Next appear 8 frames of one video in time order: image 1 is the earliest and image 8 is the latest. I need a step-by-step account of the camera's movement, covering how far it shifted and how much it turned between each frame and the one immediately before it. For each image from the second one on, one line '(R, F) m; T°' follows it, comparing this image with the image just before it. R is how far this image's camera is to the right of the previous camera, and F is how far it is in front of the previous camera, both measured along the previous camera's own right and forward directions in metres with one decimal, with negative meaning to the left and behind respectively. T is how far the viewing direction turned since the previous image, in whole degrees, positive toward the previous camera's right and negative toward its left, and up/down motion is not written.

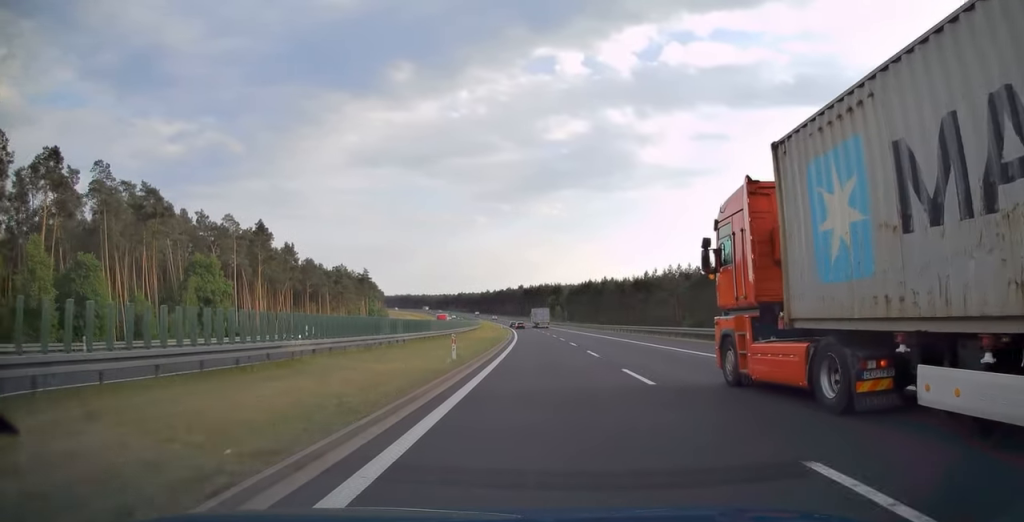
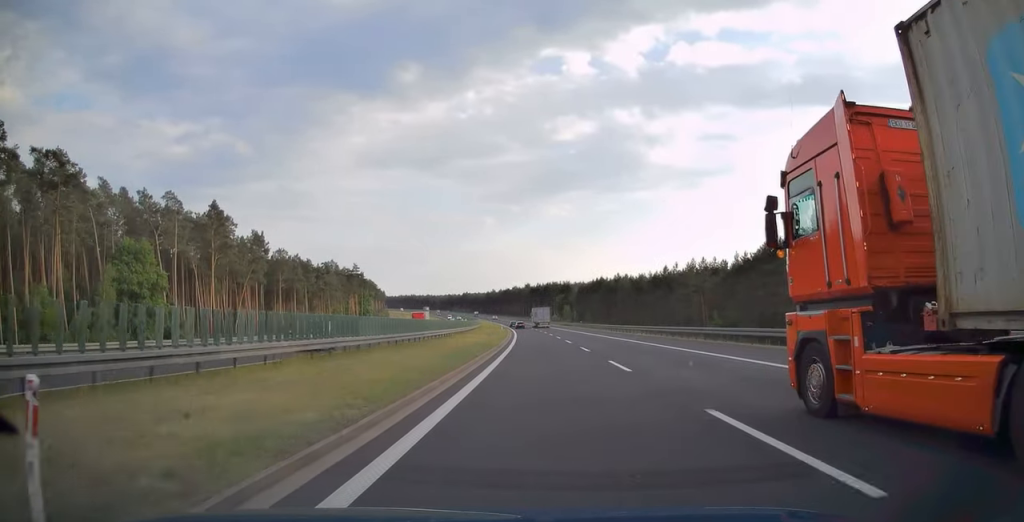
(-0.2, +20.3) m; -1°
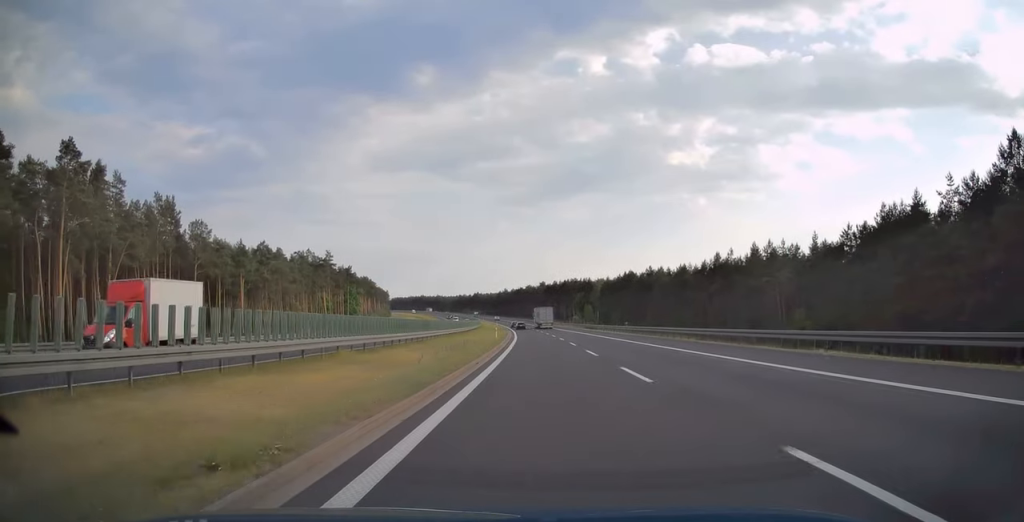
(-0.5, +39.0) m; -2°
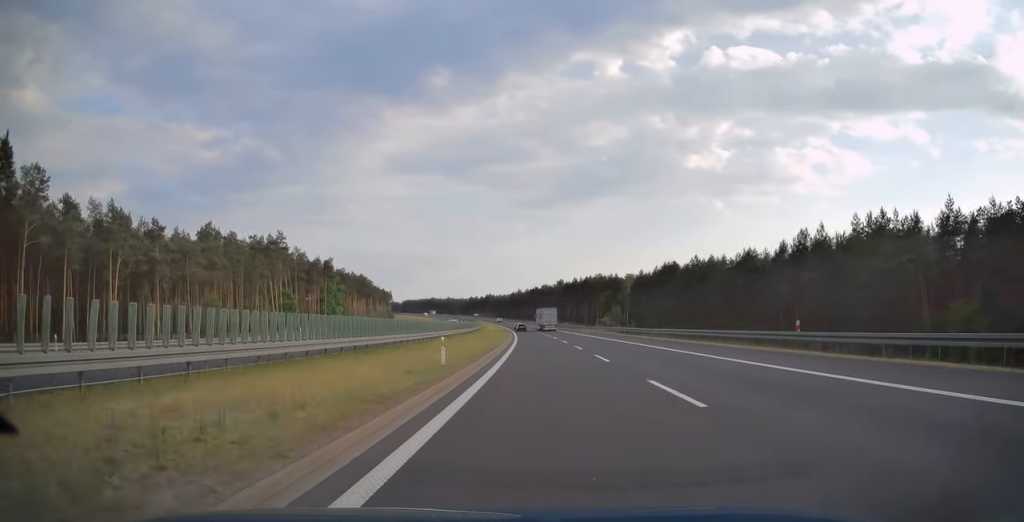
(-0.6, +40.2) m; -2°
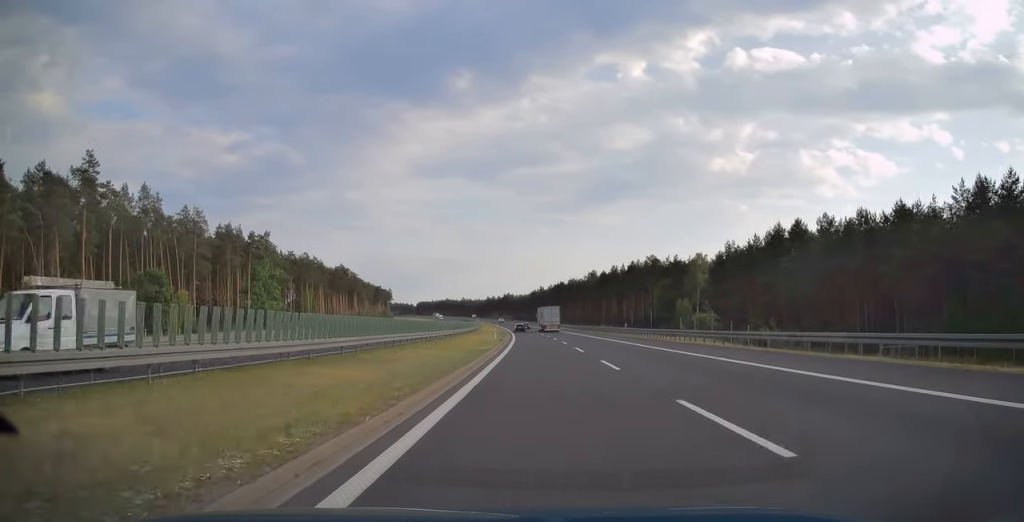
(-1.2, +64.0) m; -2°
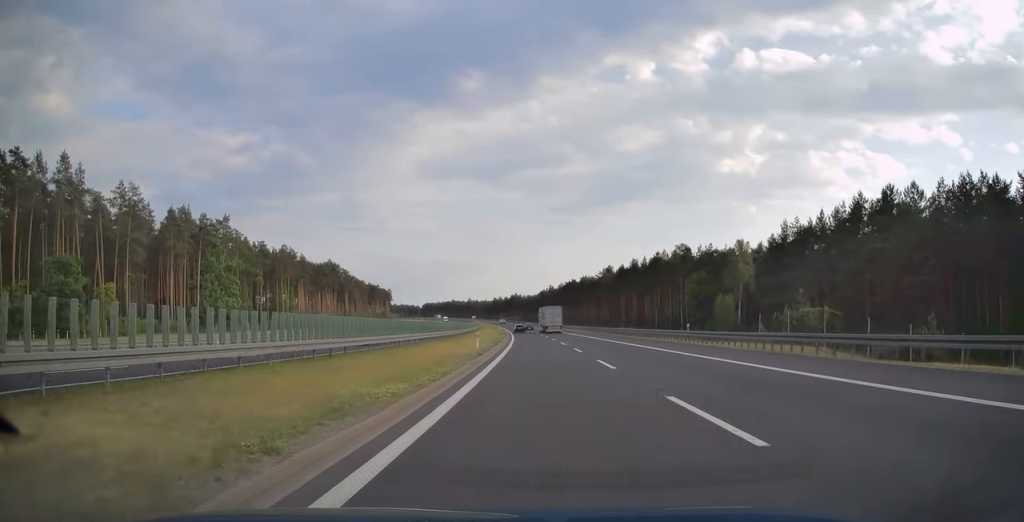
(-0.3, +23.5) m; -1°
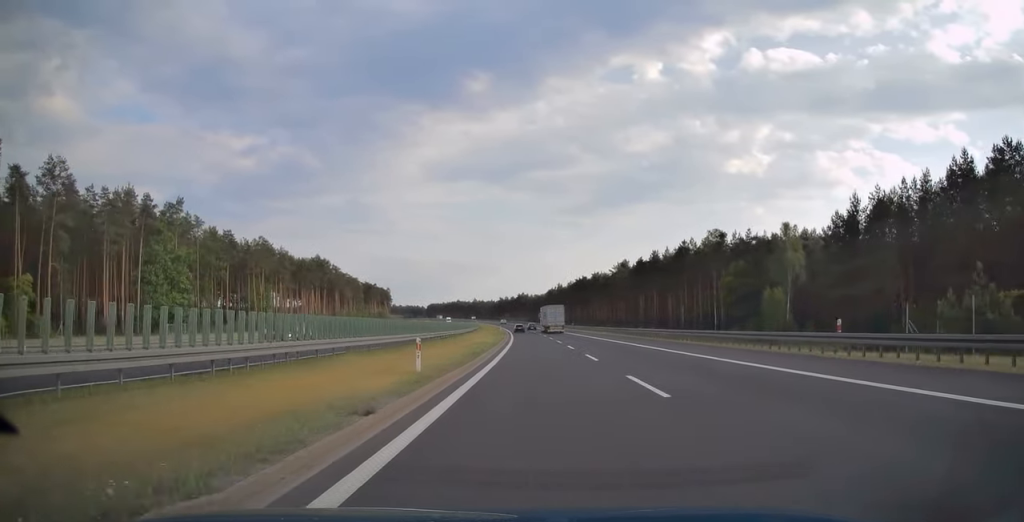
(-0.1, +19.6) m; -1°
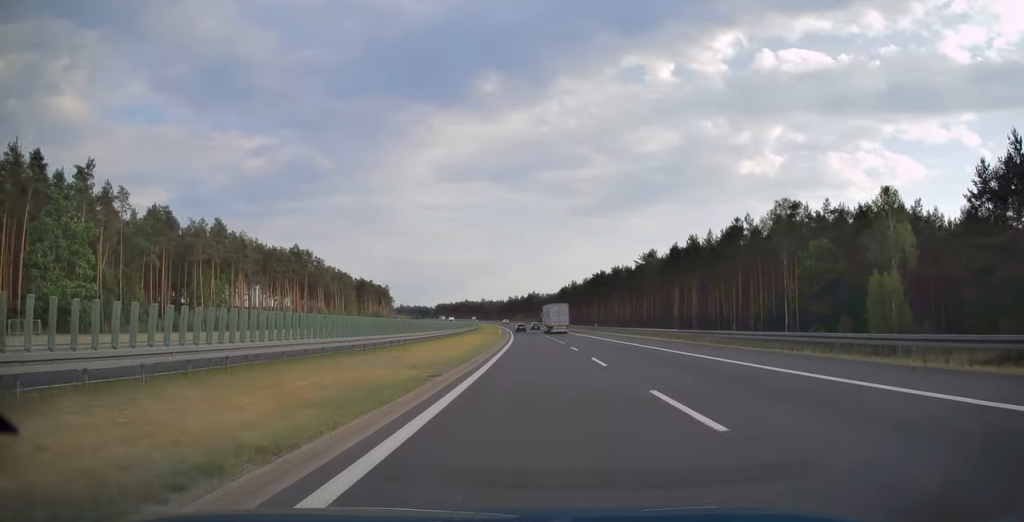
(-0.2, +27.2) m; -1°
